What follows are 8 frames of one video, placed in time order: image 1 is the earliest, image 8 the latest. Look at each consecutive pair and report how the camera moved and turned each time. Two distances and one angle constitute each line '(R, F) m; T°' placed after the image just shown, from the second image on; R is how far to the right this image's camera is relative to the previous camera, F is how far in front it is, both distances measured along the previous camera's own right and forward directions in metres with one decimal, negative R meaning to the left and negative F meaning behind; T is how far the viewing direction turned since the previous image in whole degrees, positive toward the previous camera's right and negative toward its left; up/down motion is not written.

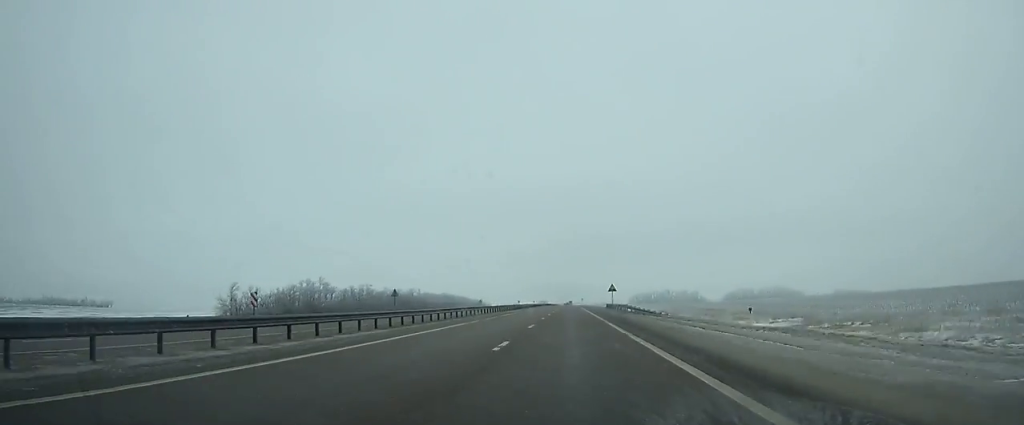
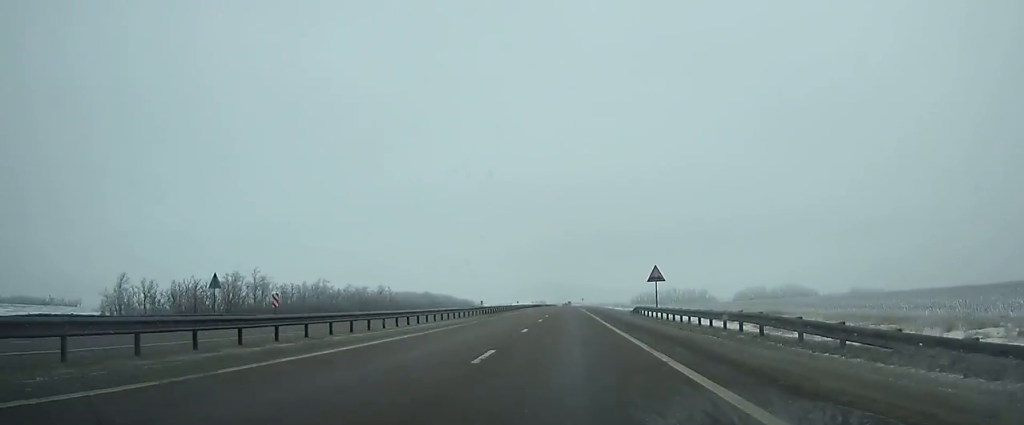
(0.0, +40.0) m; 0°
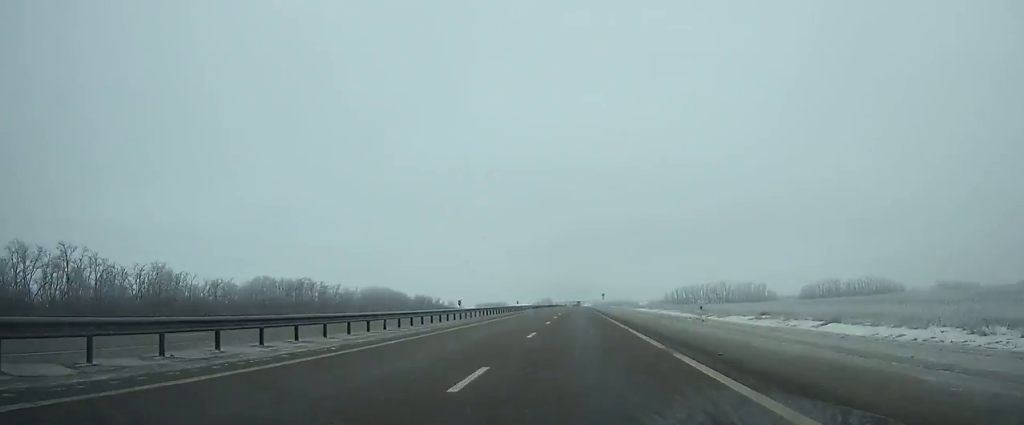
(-0.3, +139.1) m; 0°
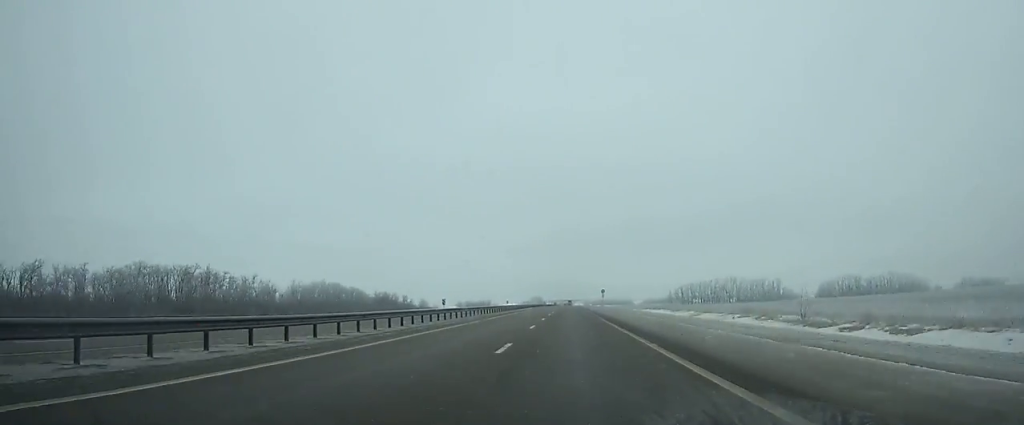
(+0.2, +42.4) m; 0°
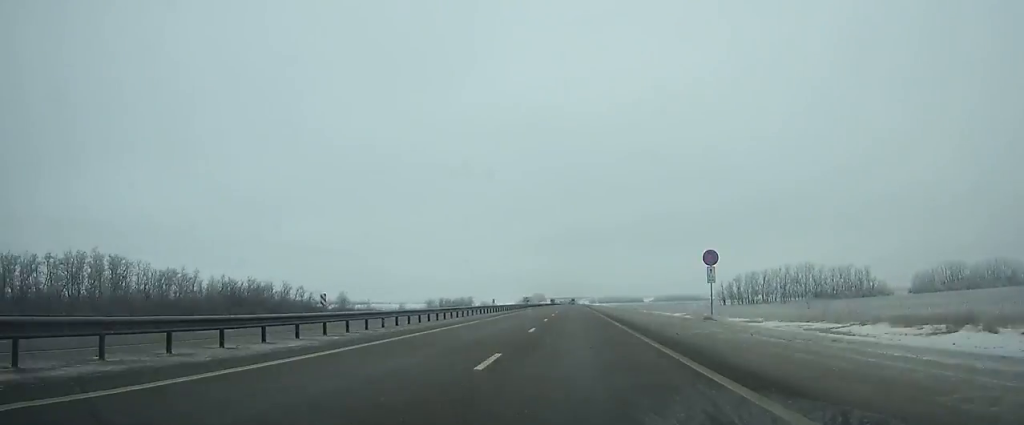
(0.0, +99.0) m; 0°
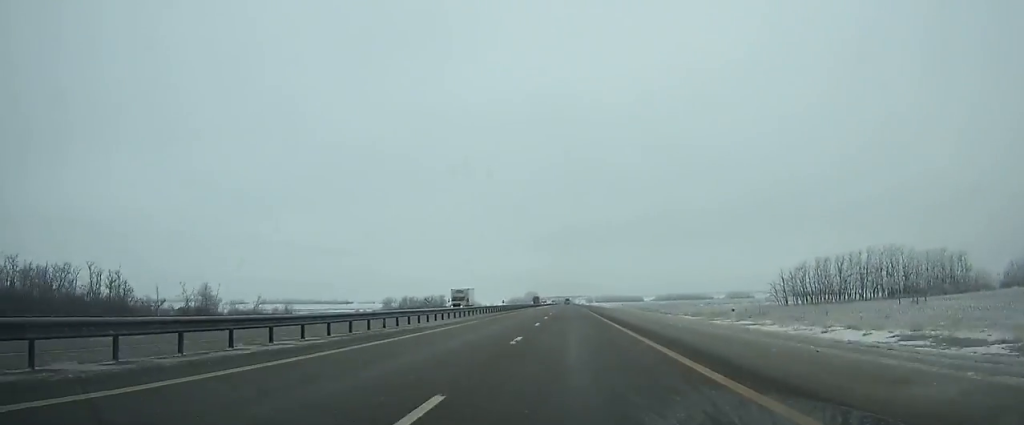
(0.0, +64.7) m; 0°
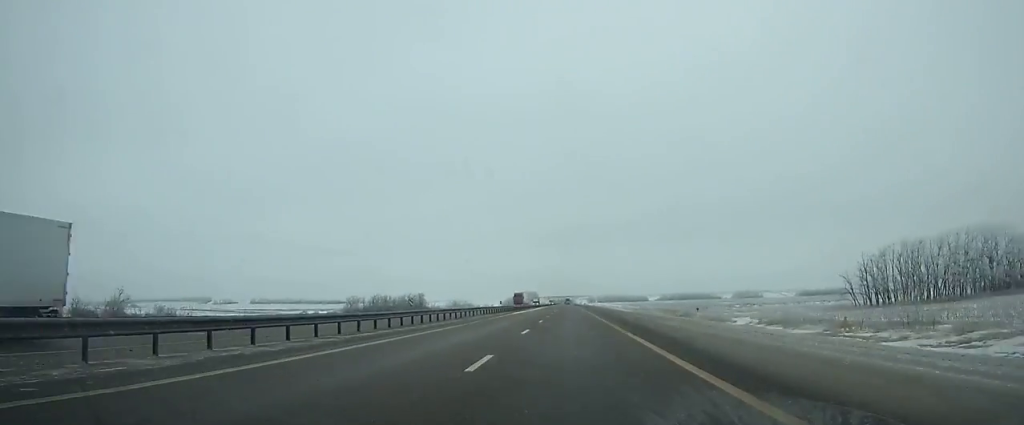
(+0.1, +41.9) m; 0°
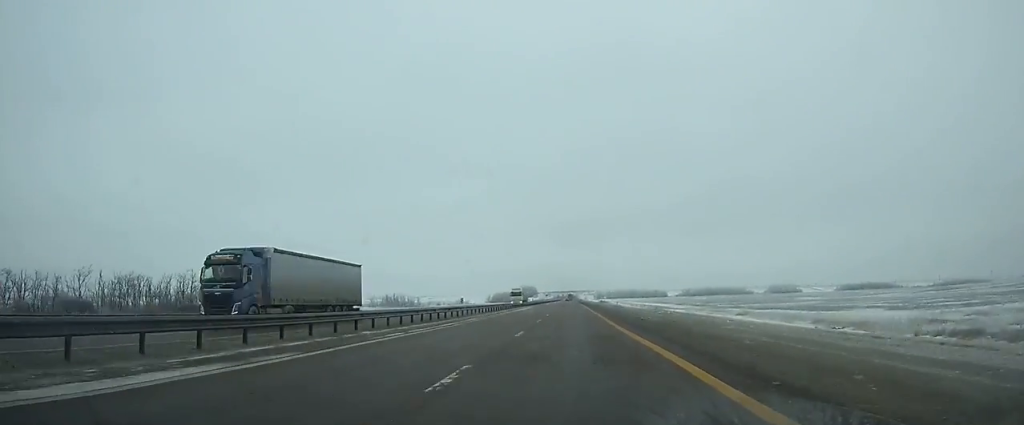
(-0.3, +144.6) m; 0°
